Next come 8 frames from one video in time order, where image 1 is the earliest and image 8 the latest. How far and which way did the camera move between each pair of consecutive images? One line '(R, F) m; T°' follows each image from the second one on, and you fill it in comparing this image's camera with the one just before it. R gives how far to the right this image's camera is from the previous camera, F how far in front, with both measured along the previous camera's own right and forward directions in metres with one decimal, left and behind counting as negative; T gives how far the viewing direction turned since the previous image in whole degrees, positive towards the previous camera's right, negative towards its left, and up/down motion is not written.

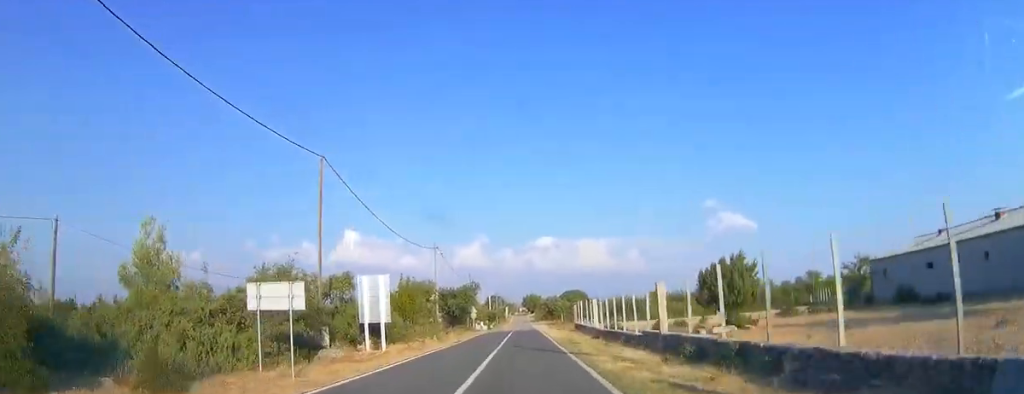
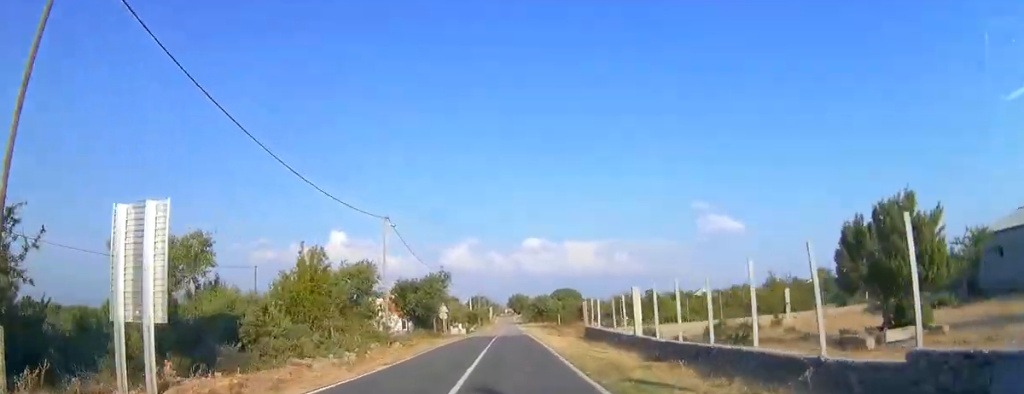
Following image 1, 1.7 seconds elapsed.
(-0.1, +15.0) m; +1°
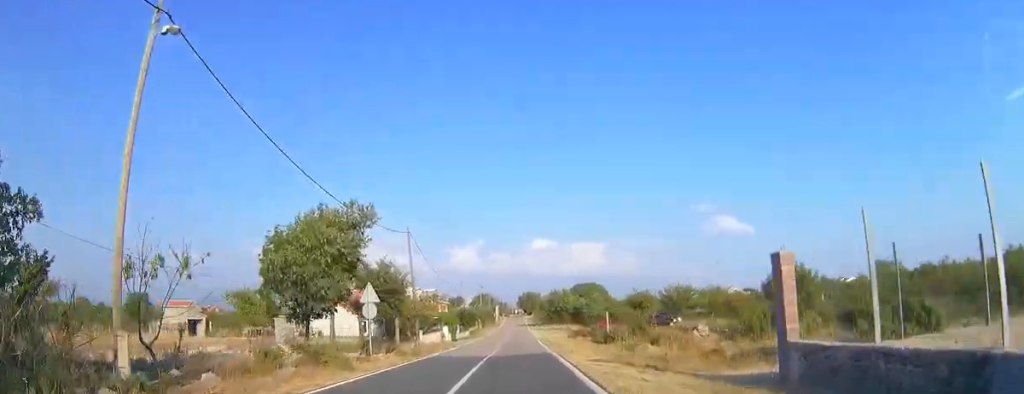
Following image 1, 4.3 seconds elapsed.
(+0.3, +26.9) m; -1°
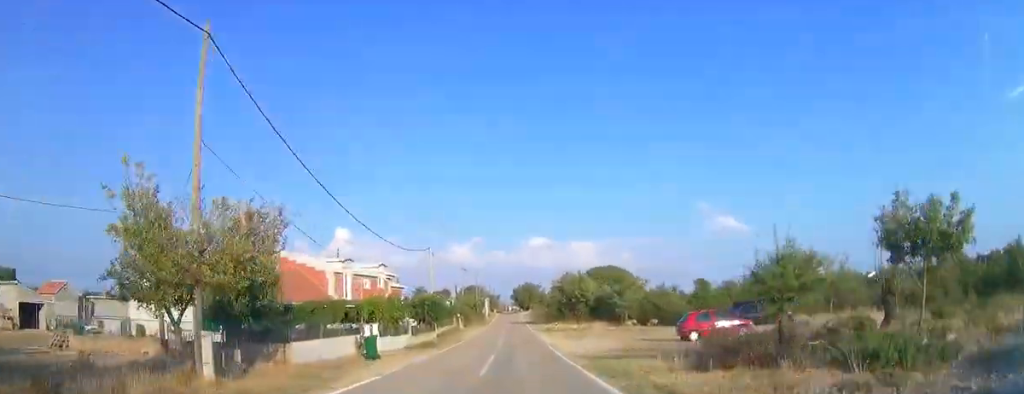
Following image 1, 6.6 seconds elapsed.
(-0.5, +27.4) m; -1°
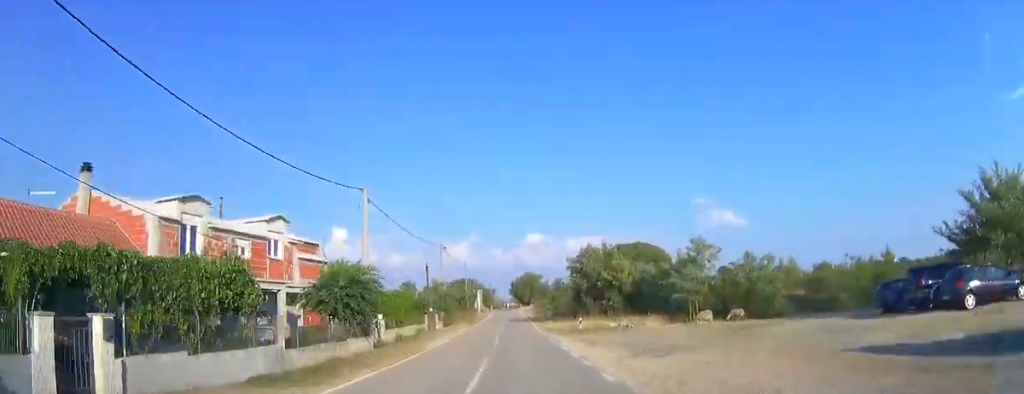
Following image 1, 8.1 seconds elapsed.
(+0.1, +18.7) m; 0°
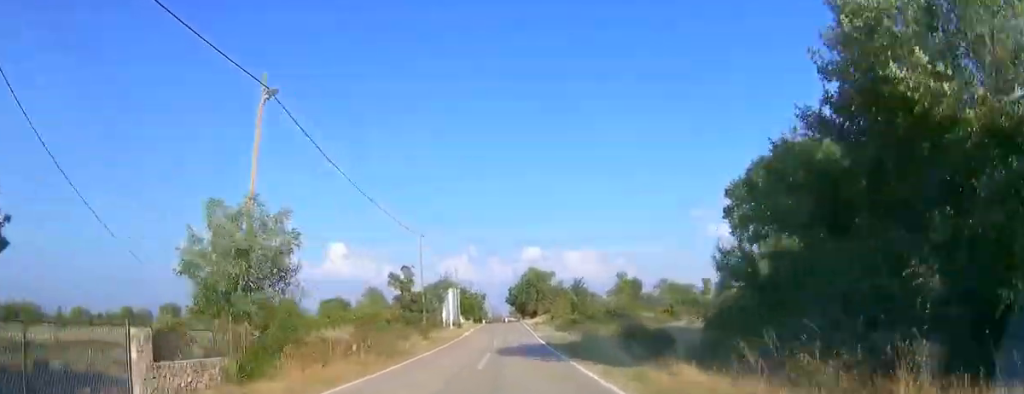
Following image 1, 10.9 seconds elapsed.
(+0.4, +38.2) m; 0°
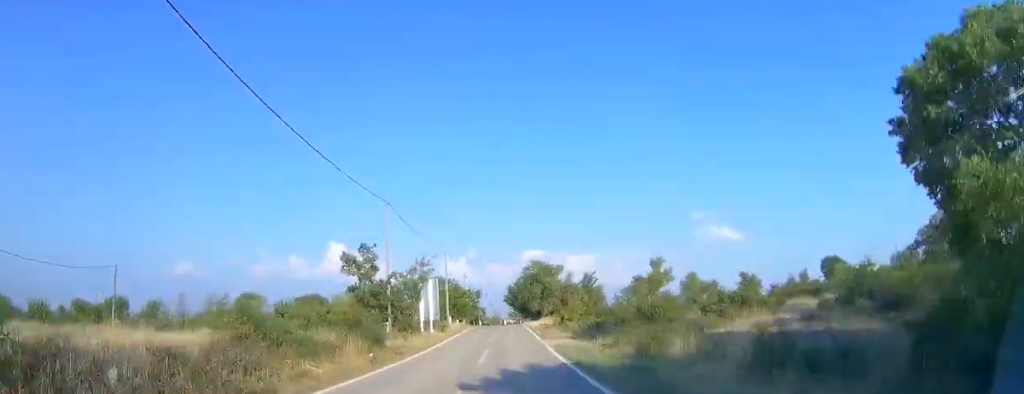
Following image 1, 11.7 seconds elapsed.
(+0.1, +12.2) m; 0°
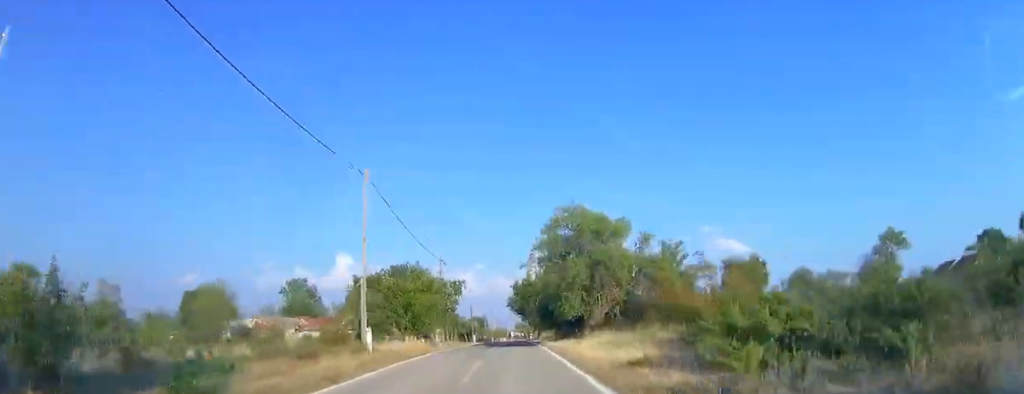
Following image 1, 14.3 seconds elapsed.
(-0.6, +36.6) m; 0°
